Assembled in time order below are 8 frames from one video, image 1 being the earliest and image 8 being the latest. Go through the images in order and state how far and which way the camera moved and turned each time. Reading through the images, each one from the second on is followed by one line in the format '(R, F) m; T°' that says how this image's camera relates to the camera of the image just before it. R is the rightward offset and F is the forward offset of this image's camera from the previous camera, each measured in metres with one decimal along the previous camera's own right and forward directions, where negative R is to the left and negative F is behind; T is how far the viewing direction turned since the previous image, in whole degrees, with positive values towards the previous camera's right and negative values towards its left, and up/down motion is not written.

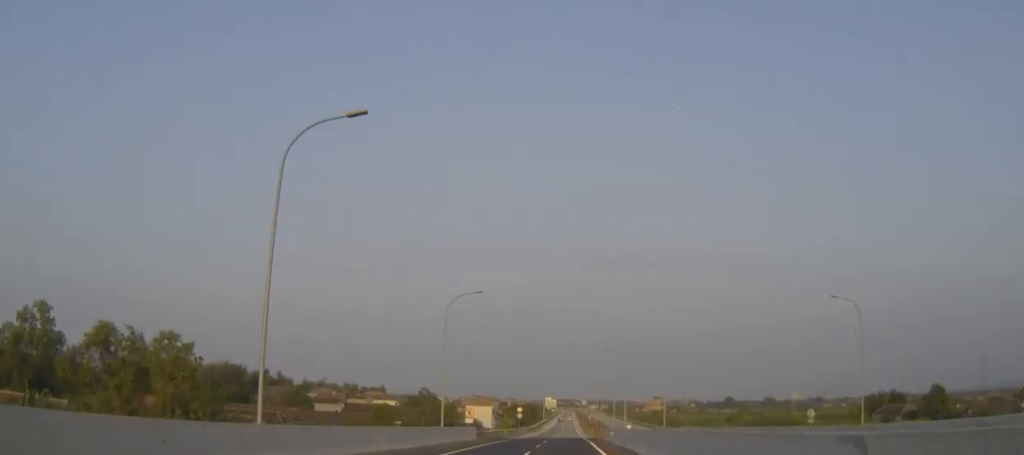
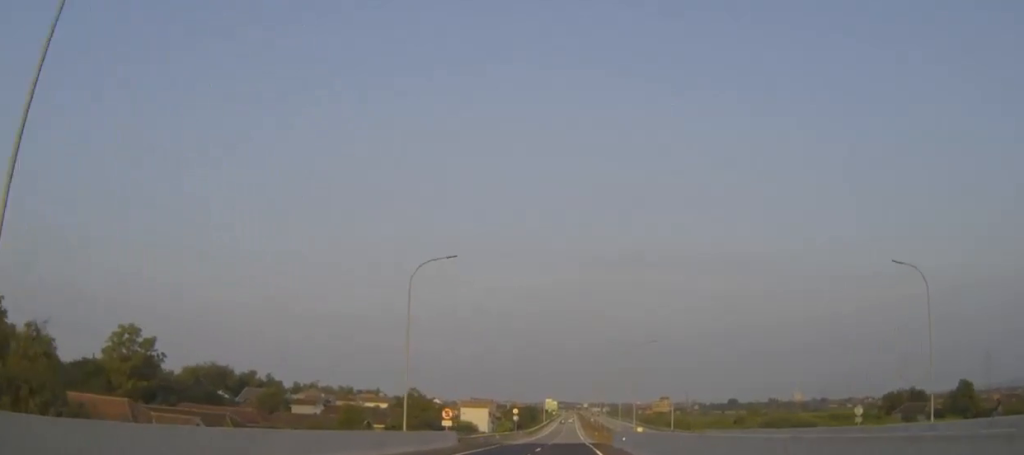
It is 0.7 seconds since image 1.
(0.0, +13.3) m; 0°
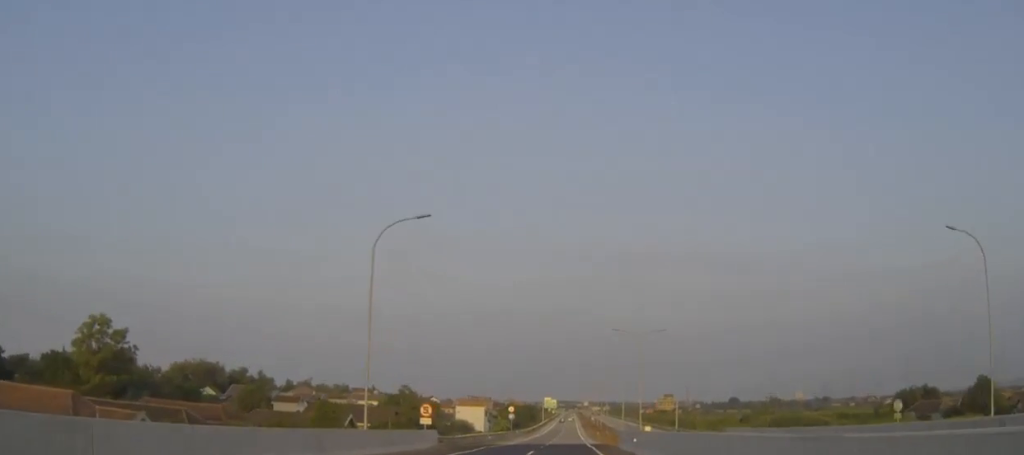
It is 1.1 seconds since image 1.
(0.0, +8.5) m; 0°
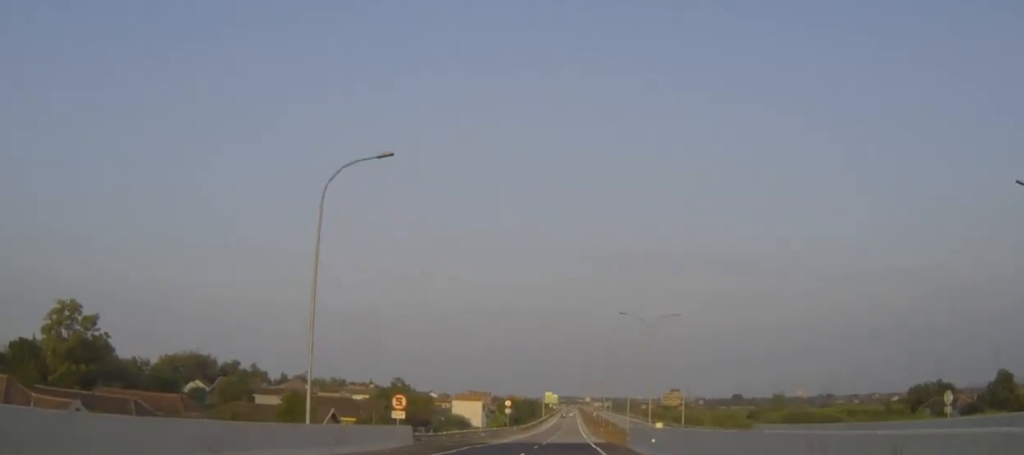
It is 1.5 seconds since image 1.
(0.0, +8.5) m; 0°
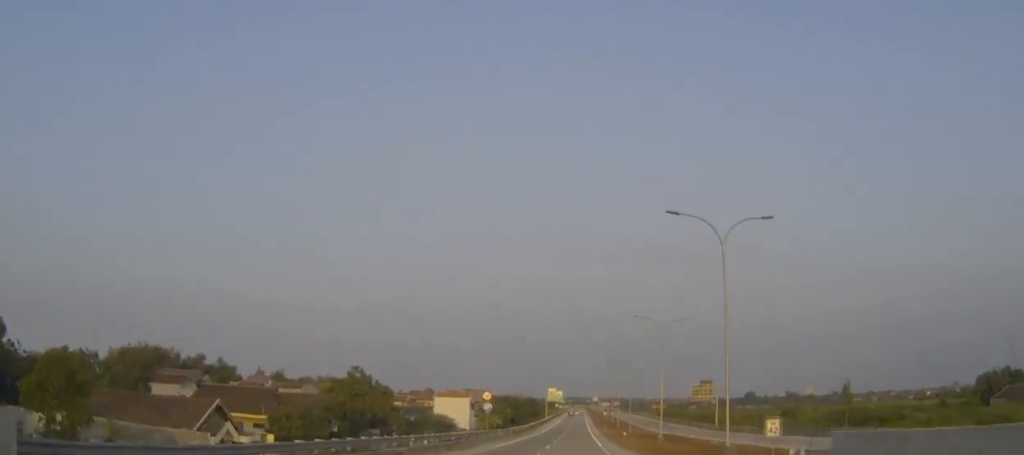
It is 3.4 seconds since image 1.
(-0.3, +34.9) m; -1°
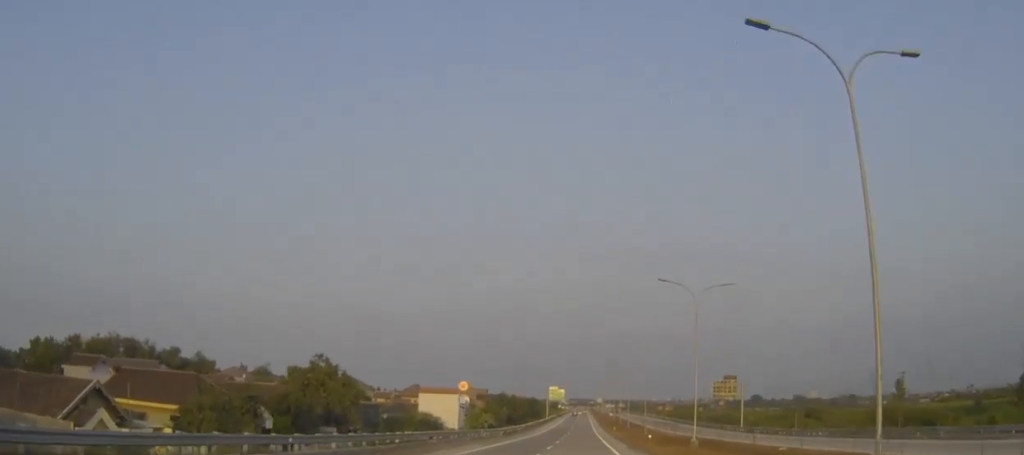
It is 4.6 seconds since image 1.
(0.0, +19.4) m; 0°
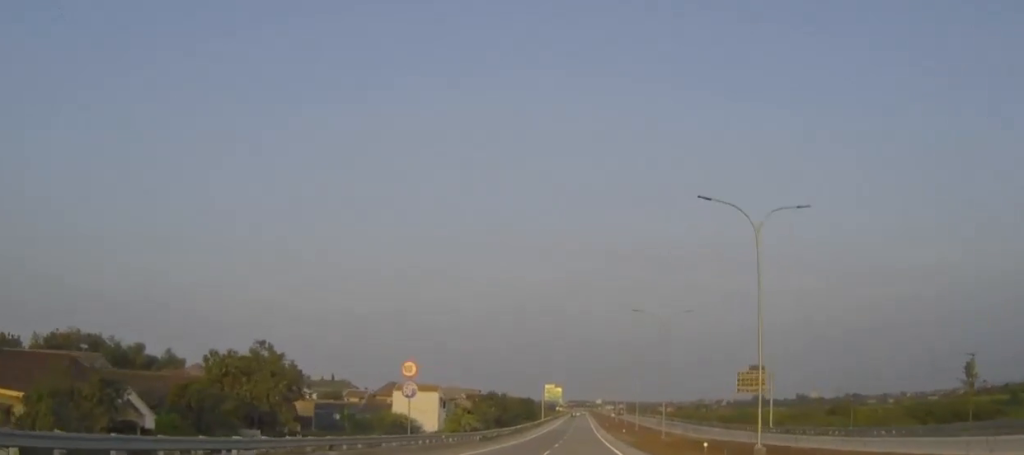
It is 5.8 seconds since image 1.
(-0.1, +19.1) m; 0°
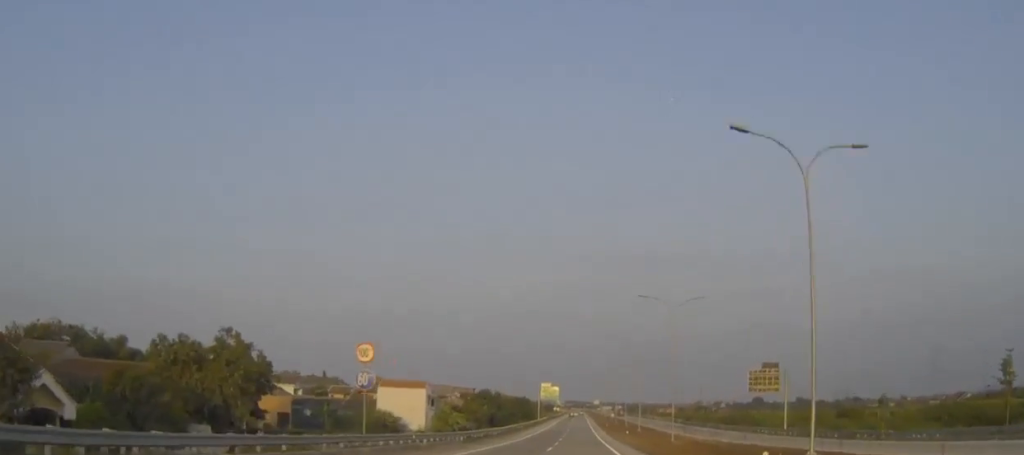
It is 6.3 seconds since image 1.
(0.0, +8.2) m; 0°
